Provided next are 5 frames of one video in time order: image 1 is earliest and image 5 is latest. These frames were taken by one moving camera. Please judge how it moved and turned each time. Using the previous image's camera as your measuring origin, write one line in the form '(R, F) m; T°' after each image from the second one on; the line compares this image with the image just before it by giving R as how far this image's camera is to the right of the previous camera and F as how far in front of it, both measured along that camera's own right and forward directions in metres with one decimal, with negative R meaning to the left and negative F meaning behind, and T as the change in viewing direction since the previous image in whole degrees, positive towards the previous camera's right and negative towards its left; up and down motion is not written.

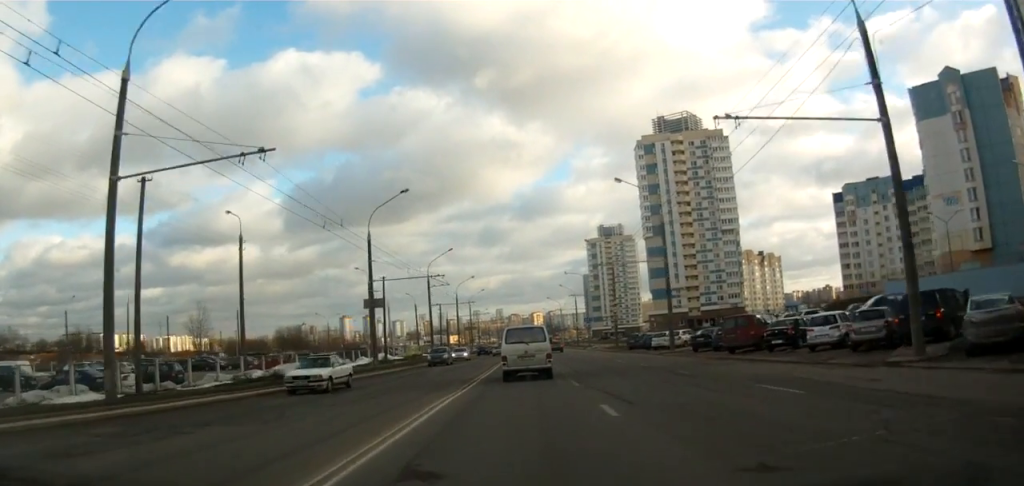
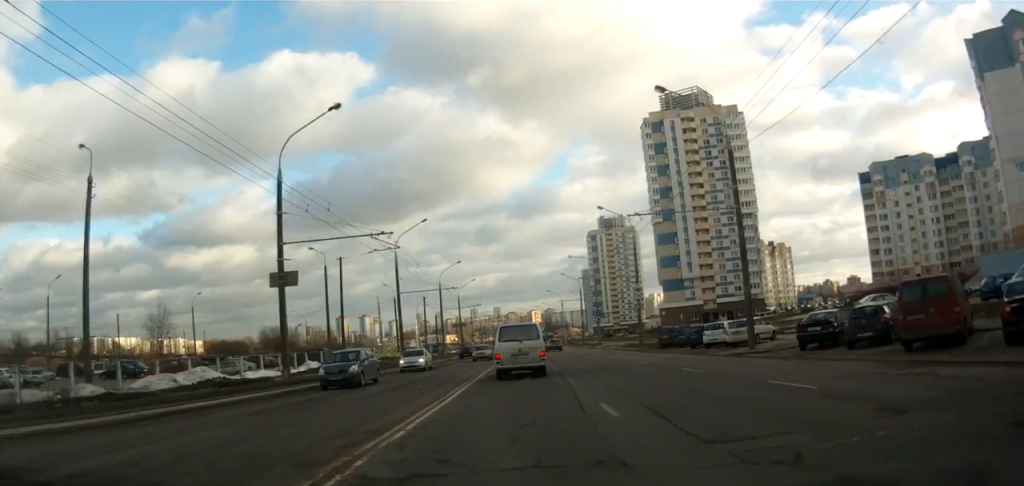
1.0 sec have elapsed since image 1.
(-0.3, +16.1) m; 0°
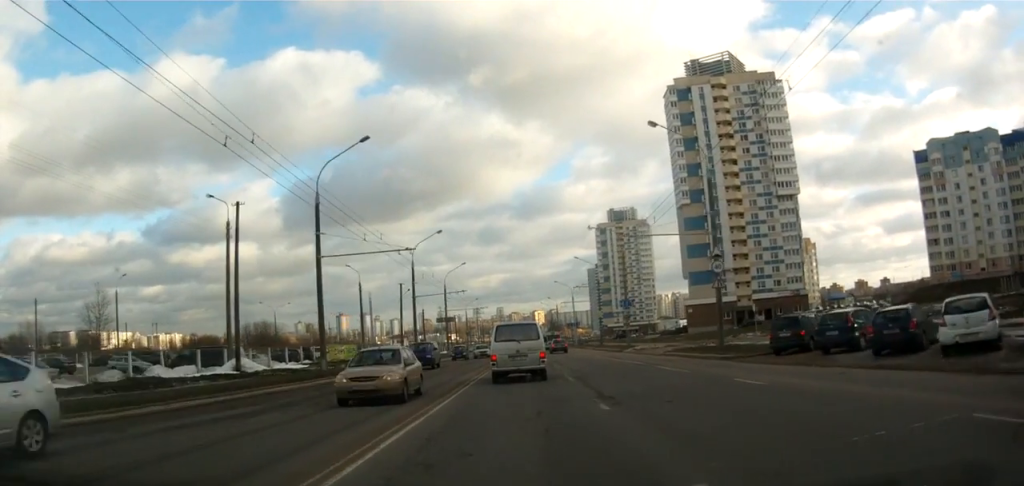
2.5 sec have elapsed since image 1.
(+0.5, +23.1) m; +1°
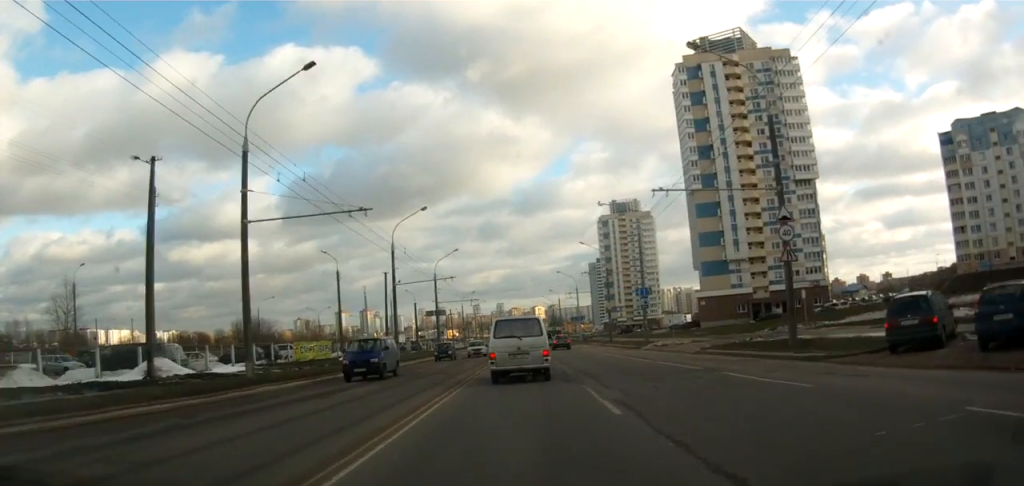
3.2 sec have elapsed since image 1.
(0.0, +9.7) m; 0°
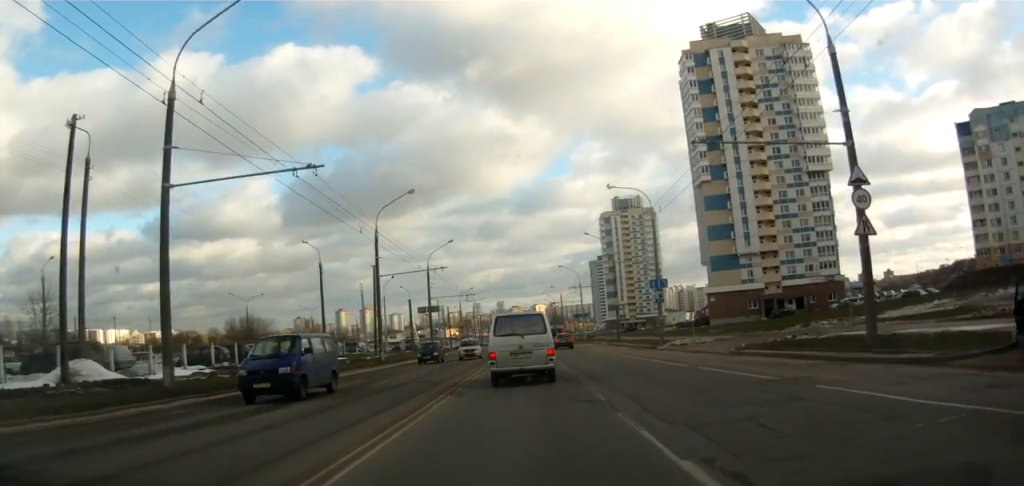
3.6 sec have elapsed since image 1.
(-0.1, +6.1) m; -1°
